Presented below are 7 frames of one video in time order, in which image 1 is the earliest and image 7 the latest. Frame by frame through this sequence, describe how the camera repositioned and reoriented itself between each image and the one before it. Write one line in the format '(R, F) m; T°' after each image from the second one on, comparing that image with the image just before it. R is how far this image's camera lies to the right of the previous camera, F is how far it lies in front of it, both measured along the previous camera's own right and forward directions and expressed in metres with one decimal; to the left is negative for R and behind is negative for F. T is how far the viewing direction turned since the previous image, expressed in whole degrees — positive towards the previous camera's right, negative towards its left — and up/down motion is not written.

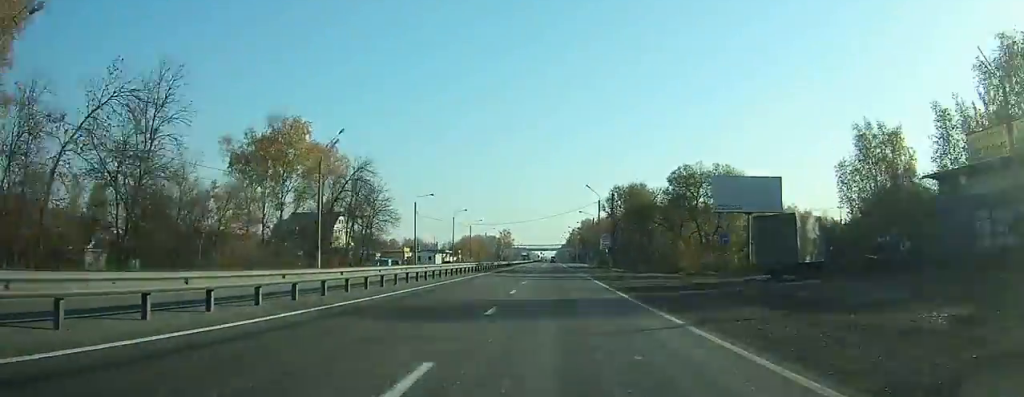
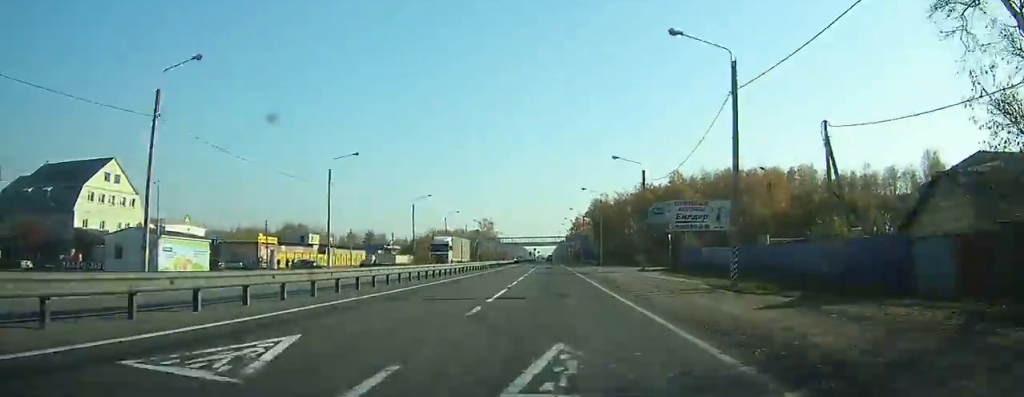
(-10.4, +86.0) m; -3°
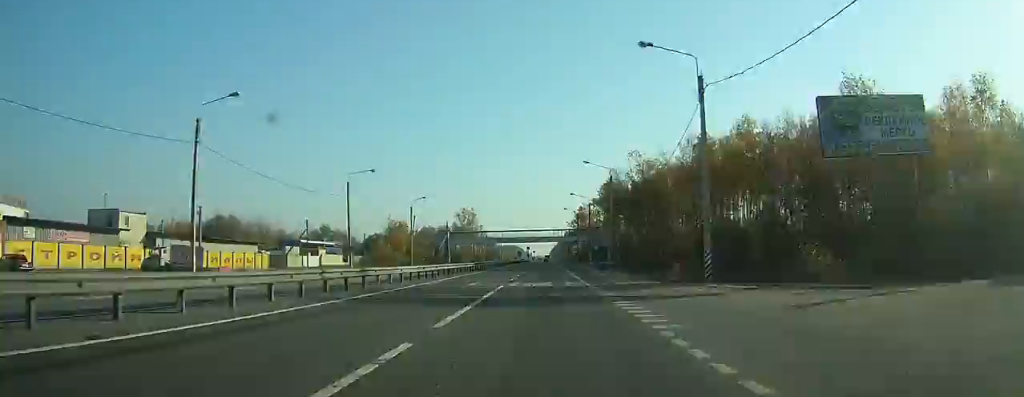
(+0.4, +53.6) m; +1°
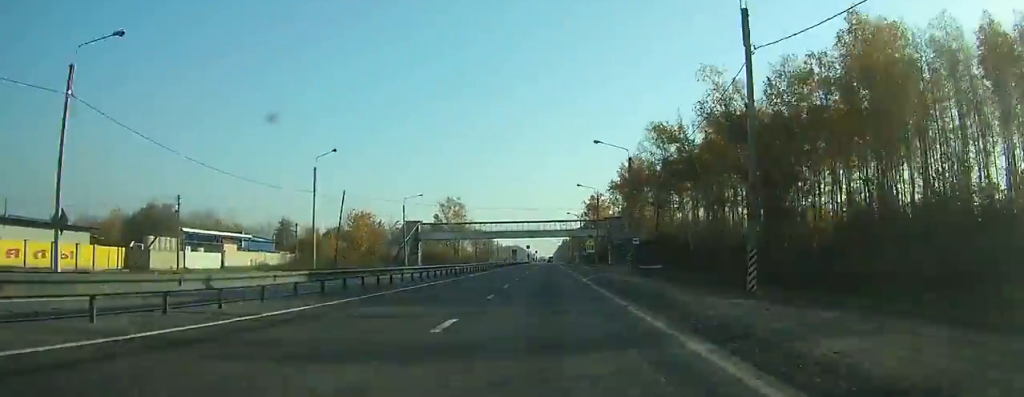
(0.0, +39.0) m; 0°
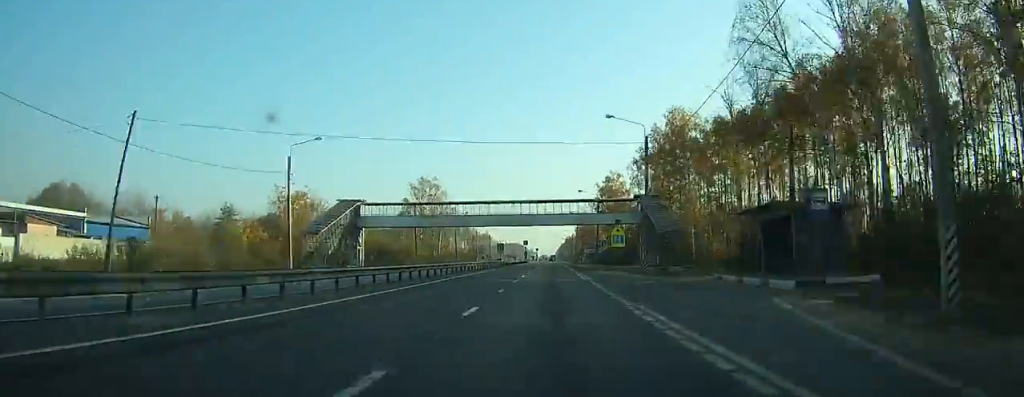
(-0.1, +37.3) m; 0°
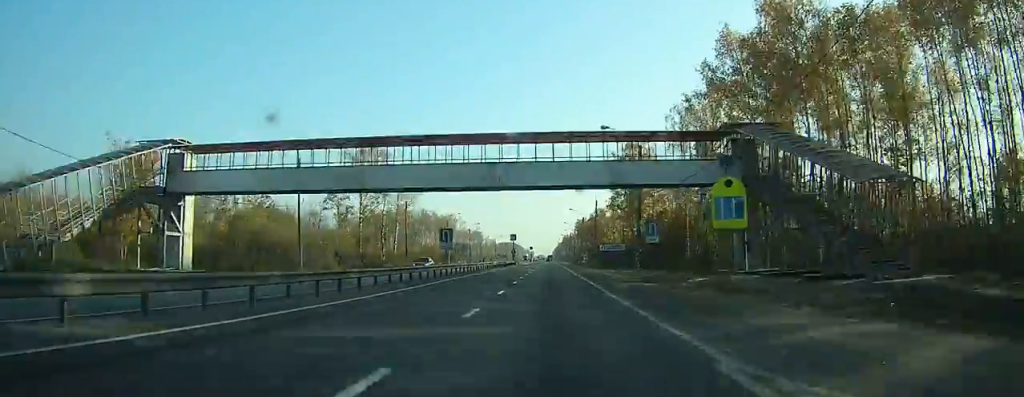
(-0.2, +39.3) m; 0°
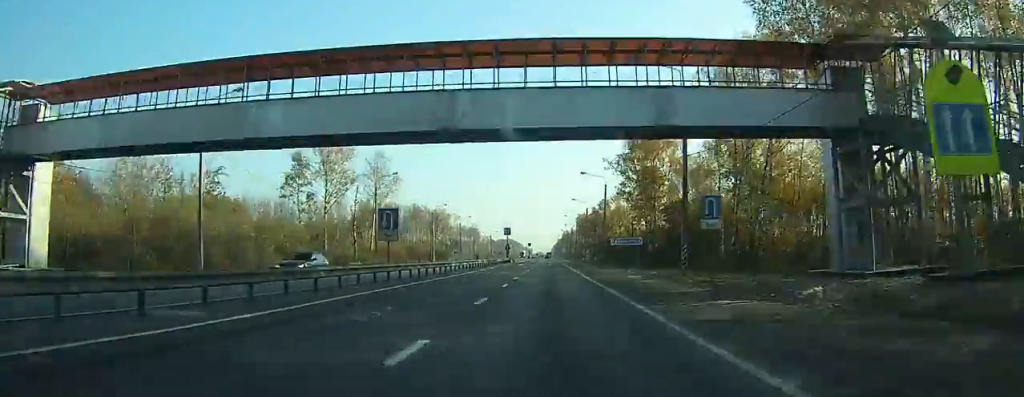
(-0.1, +14.2) m; 0°
